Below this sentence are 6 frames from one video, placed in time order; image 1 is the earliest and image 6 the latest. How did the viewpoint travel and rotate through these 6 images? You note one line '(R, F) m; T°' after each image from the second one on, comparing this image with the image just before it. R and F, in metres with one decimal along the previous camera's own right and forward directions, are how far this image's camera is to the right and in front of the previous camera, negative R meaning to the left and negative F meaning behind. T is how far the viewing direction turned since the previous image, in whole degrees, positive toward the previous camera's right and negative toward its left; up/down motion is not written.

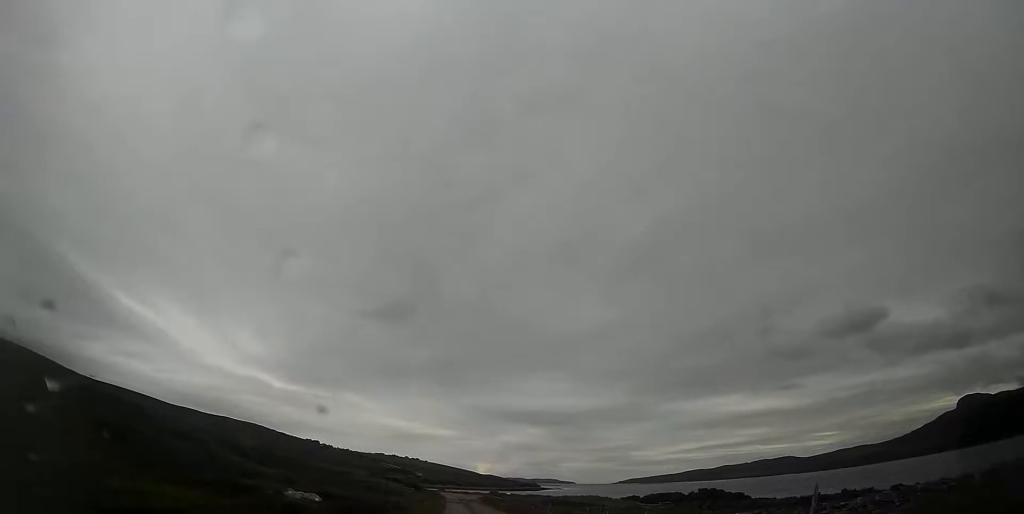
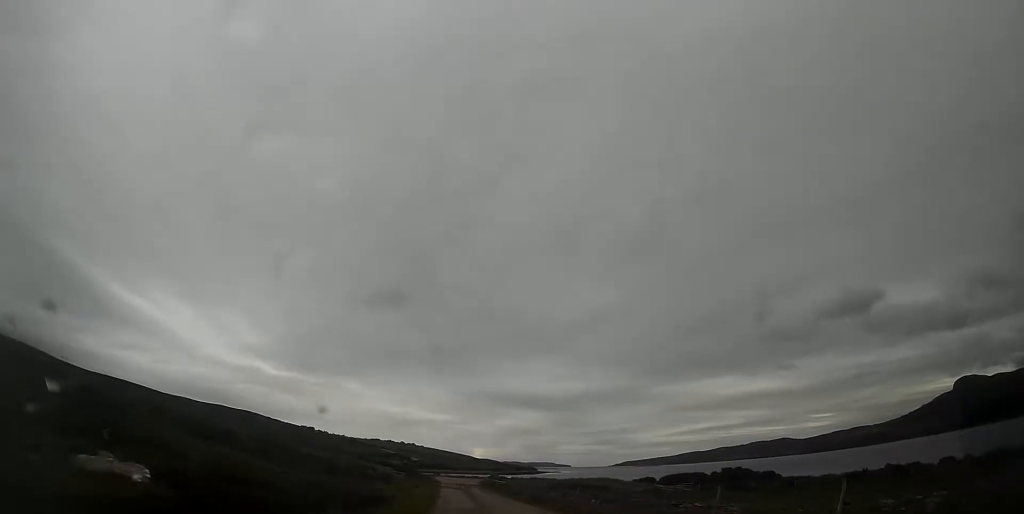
(0.0, +11.7) m; 0°
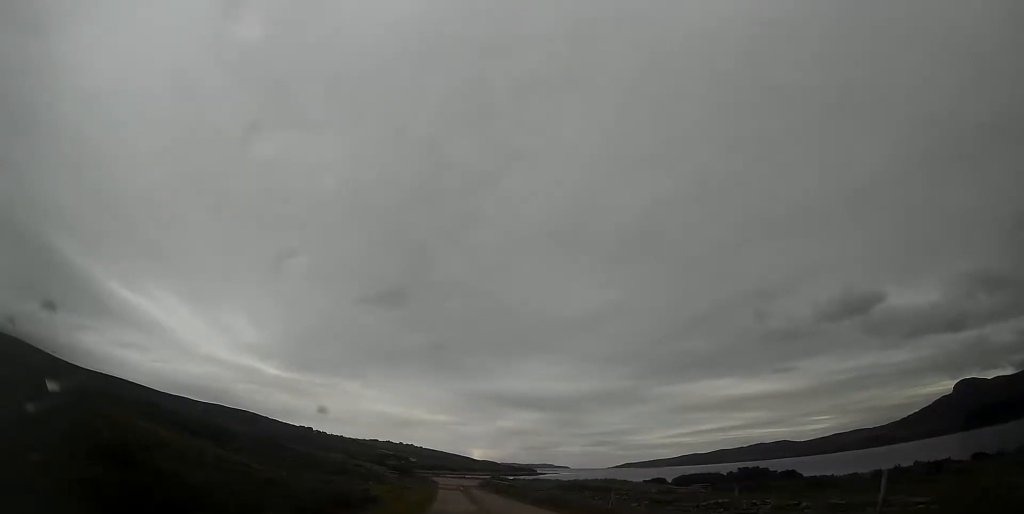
(0.0, +6.5) m; 0°
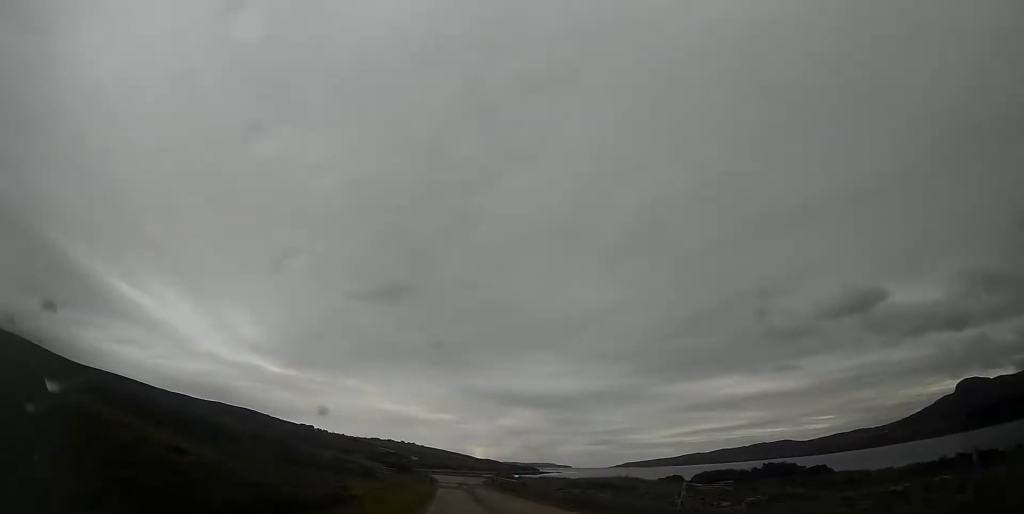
(0.0, +7.5) m; 0°
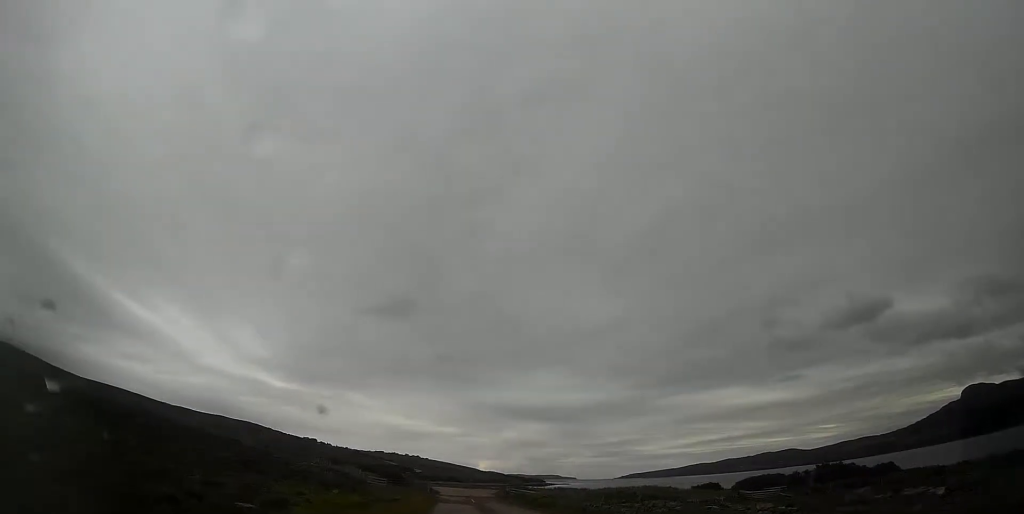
(0.0, +12.8) m; 0°
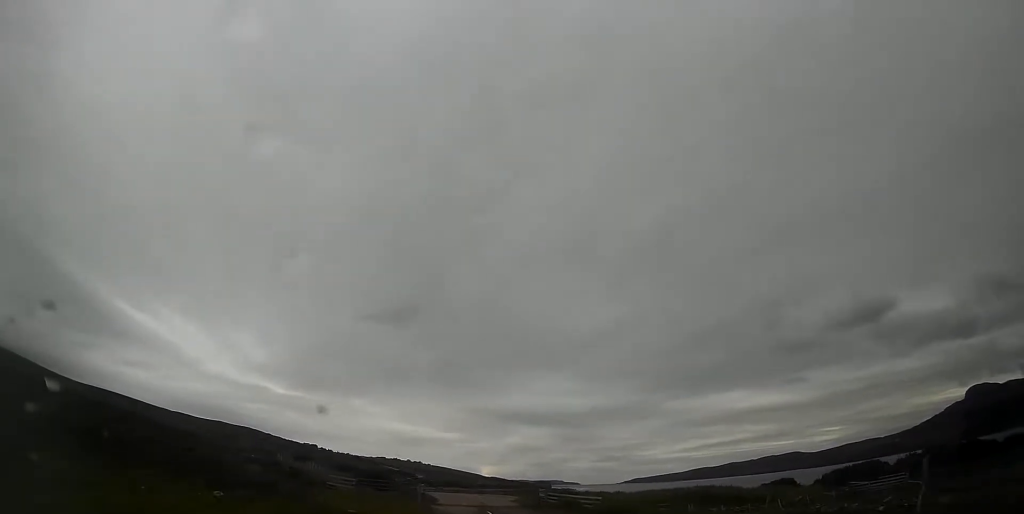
(-0.2, +20.1) m; 0°
